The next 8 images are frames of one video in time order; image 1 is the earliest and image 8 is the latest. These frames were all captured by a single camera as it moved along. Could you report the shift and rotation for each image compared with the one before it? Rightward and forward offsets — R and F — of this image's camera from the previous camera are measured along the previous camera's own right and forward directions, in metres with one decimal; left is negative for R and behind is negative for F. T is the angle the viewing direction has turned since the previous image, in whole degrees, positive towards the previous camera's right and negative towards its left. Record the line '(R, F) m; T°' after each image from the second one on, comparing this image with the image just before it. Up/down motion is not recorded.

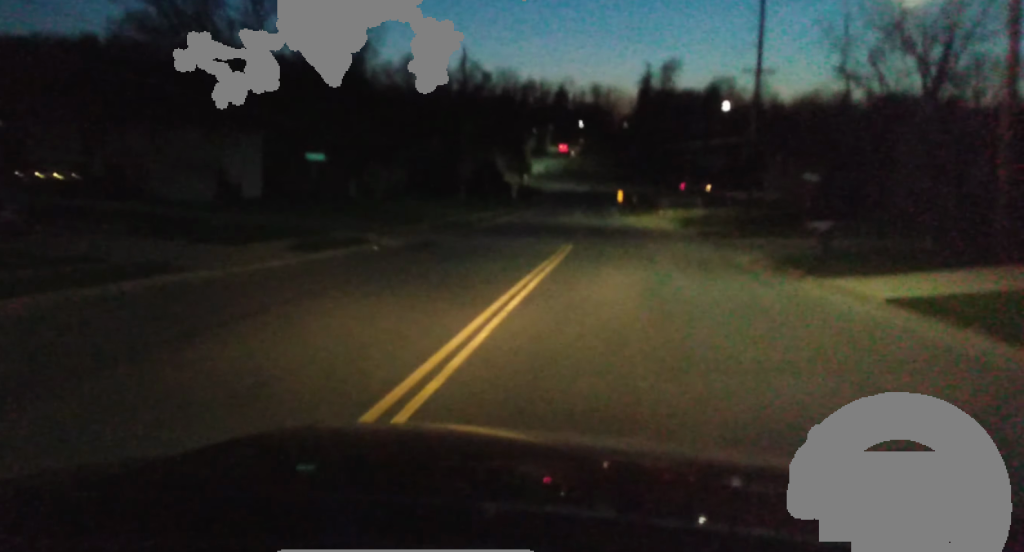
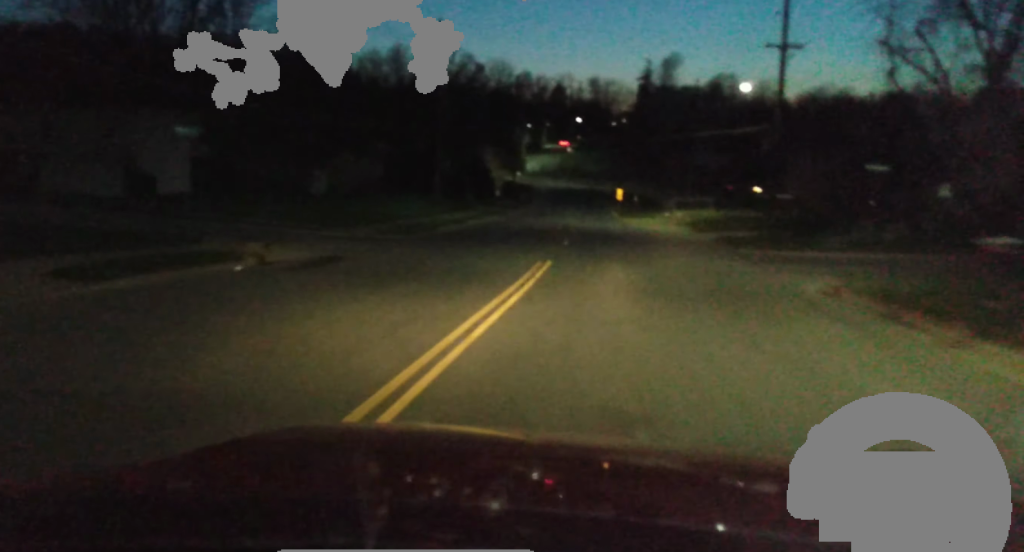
(-0.2, +11.9) m; -1°
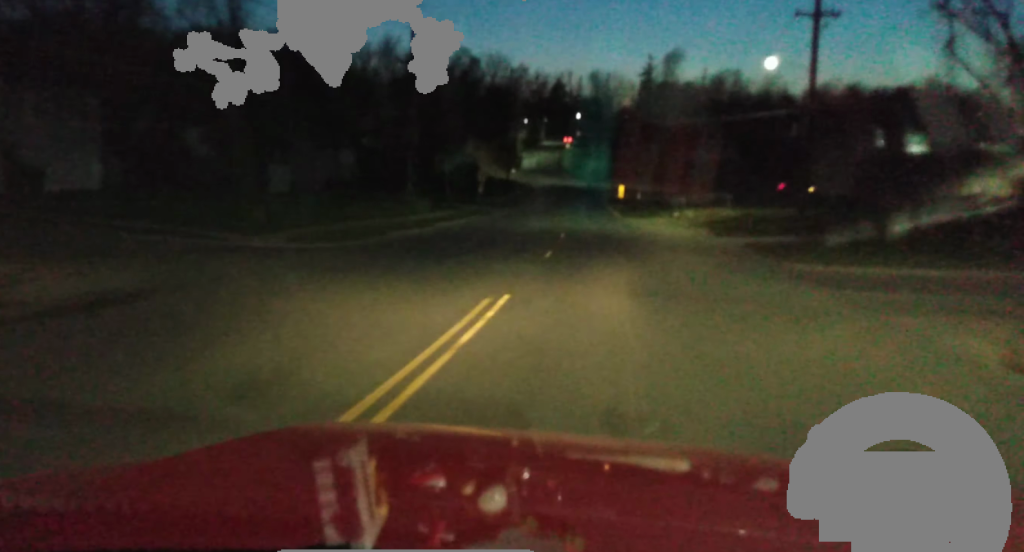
(0.0, +10.5) m; +1°
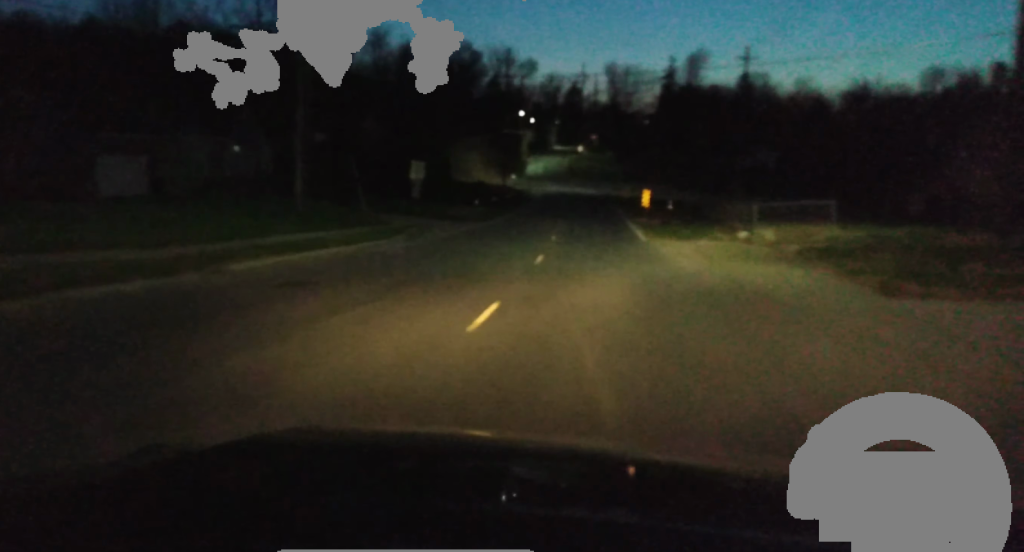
(+0.2, +26.7) m; -1°
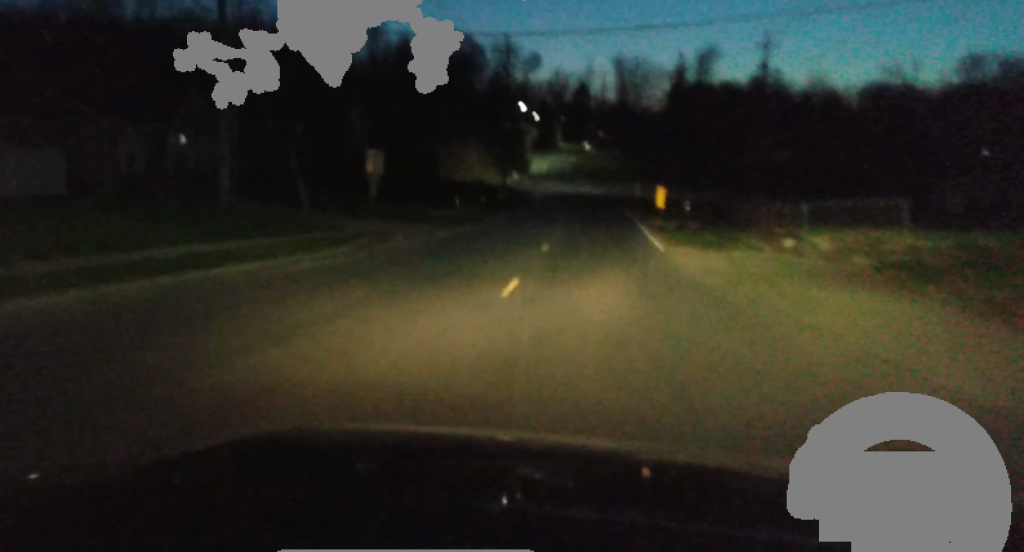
(-0.3, +8.5) m; 0°
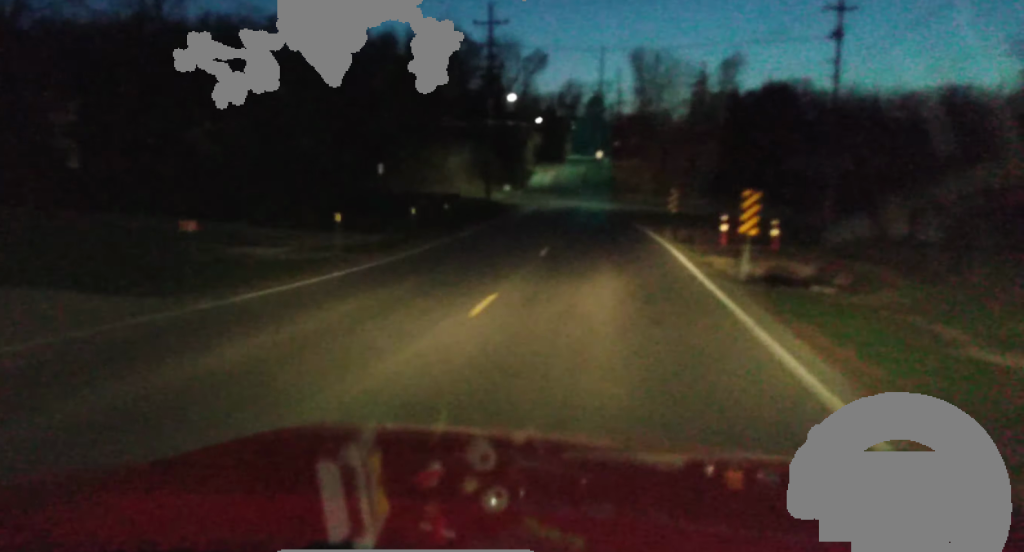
(+0.1, +27.6) m; 0°
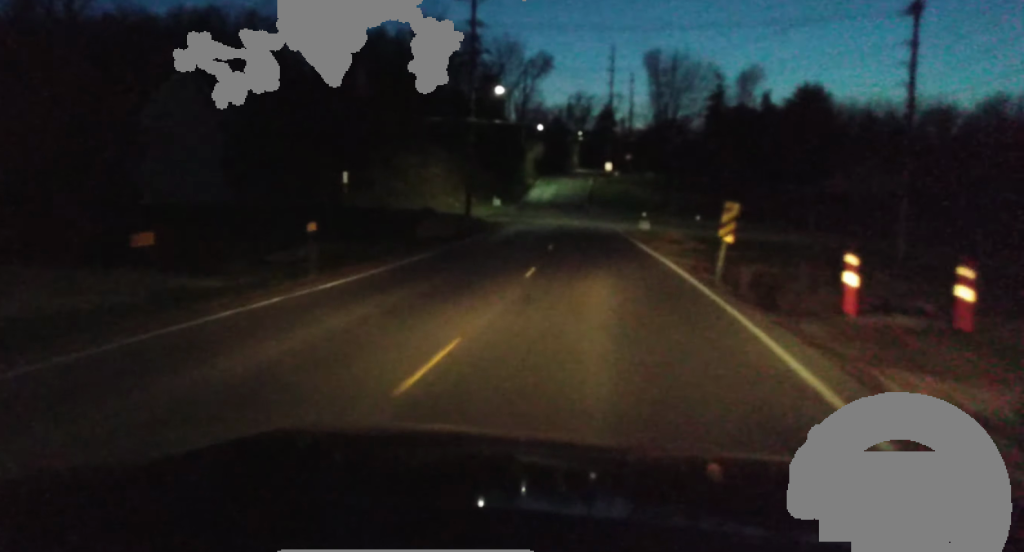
(-0.1, +16.8) m; -1°
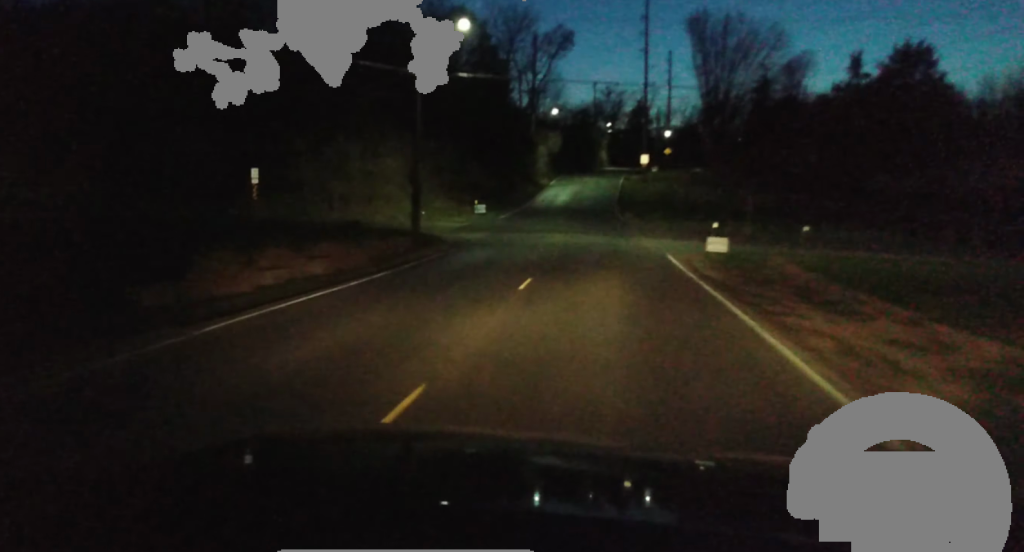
(-0.6, +27.4) m; -3°
